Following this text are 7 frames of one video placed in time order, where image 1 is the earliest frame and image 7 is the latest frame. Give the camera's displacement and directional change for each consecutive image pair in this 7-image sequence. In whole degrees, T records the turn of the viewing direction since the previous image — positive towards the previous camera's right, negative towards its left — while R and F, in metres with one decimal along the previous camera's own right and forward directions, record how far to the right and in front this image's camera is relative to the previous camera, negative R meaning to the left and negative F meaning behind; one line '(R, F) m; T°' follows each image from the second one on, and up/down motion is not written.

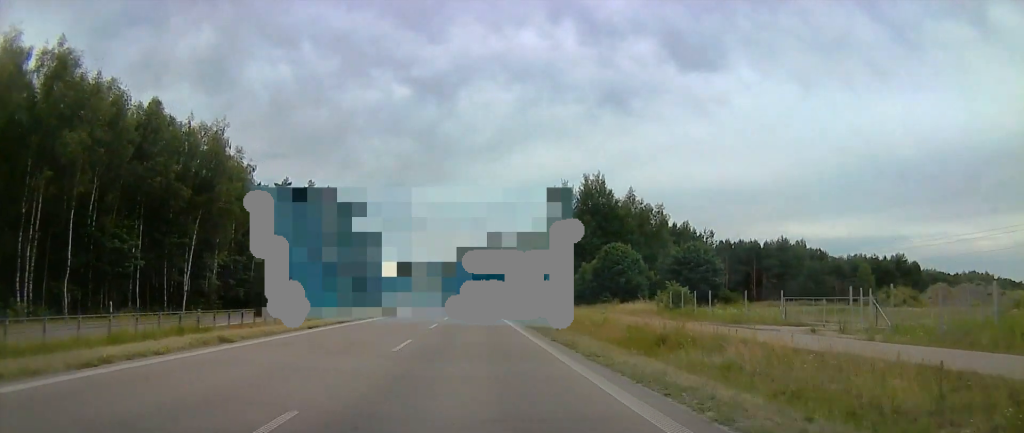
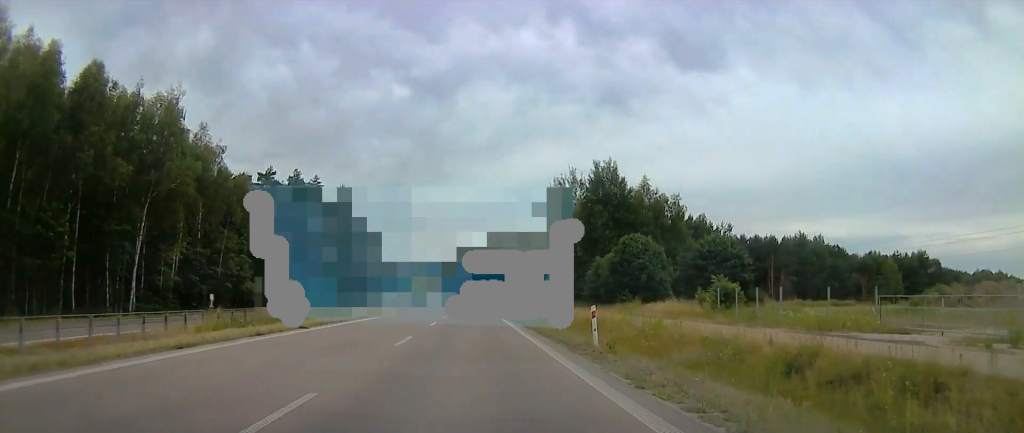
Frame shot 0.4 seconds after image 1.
(0.0, +10.5) m; 0°
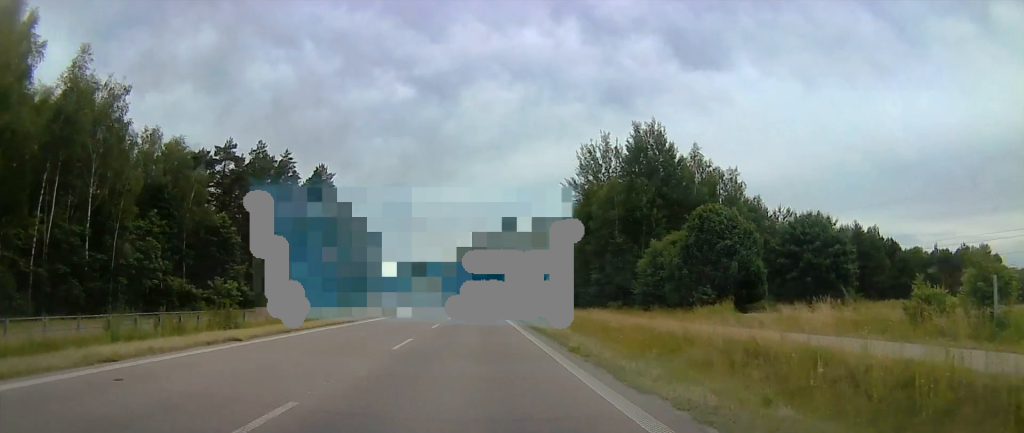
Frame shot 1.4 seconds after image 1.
(0.0, +24.2) m; 0°
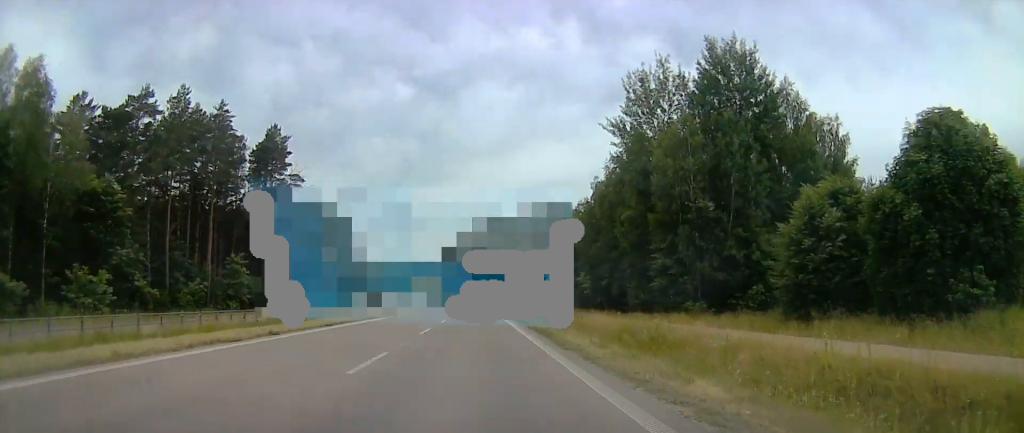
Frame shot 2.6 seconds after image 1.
(0.0, +28.7) m; 0°
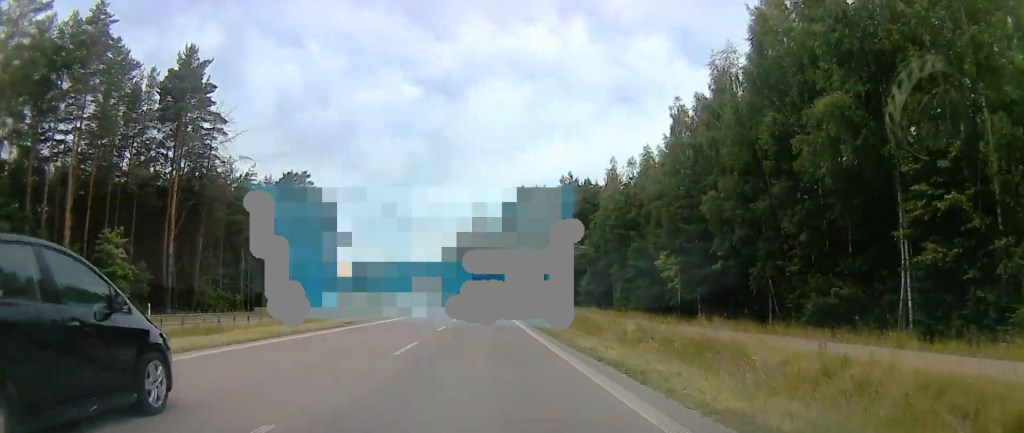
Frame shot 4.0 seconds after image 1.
(+0.1, +28.8) m; +1°
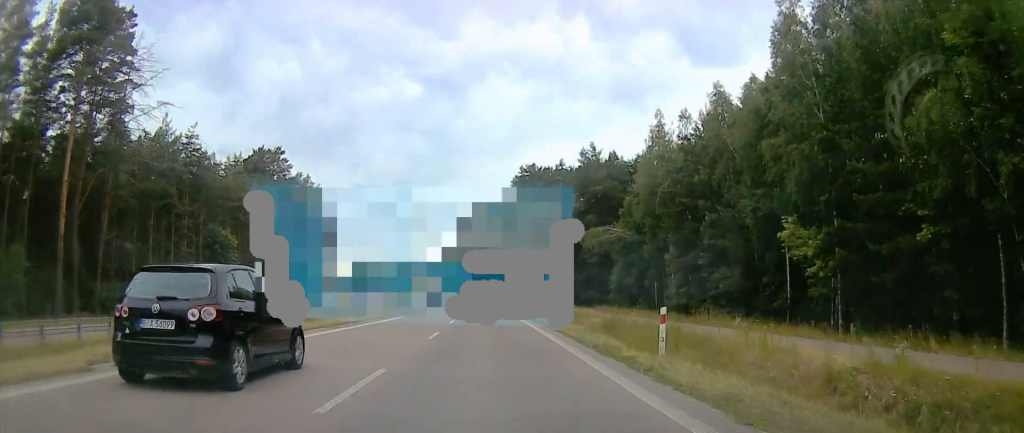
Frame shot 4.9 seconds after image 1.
(+0.1, +15.1) m; +1°
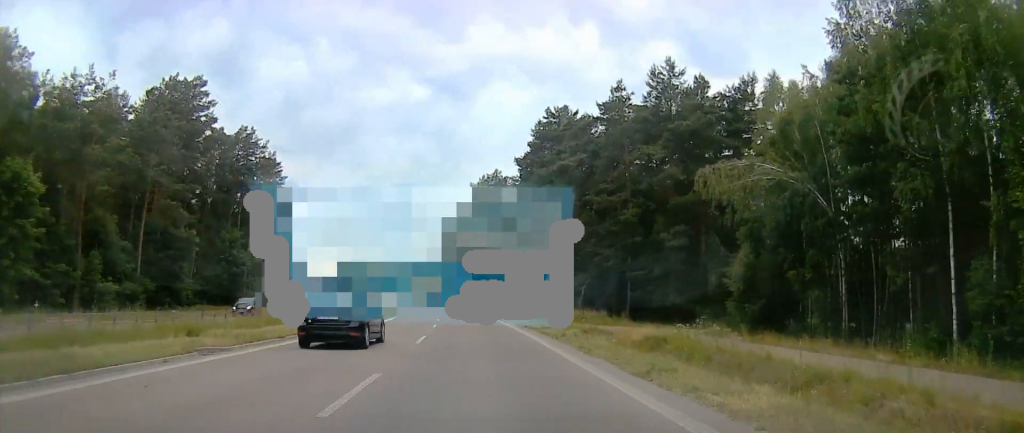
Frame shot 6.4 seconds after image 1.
(+0.2, +27.8) m; -2°
